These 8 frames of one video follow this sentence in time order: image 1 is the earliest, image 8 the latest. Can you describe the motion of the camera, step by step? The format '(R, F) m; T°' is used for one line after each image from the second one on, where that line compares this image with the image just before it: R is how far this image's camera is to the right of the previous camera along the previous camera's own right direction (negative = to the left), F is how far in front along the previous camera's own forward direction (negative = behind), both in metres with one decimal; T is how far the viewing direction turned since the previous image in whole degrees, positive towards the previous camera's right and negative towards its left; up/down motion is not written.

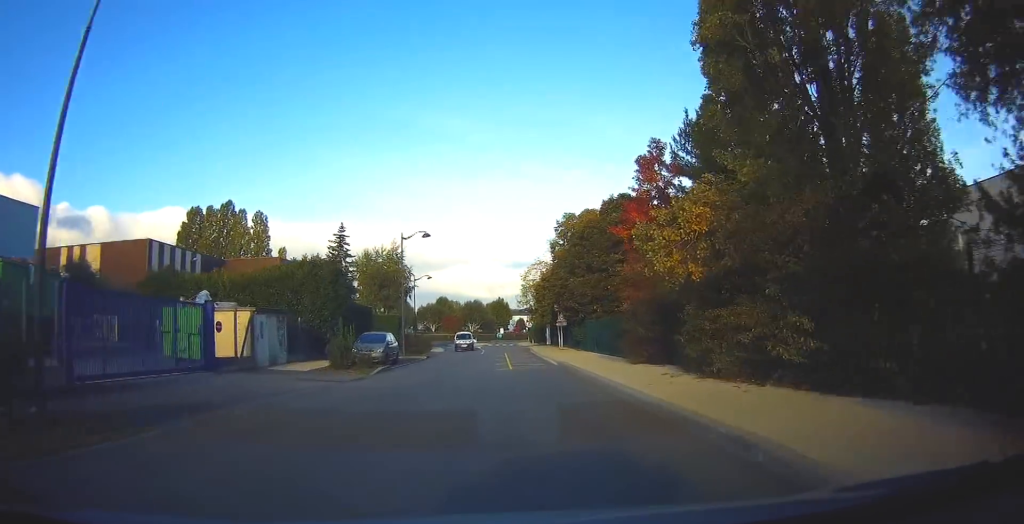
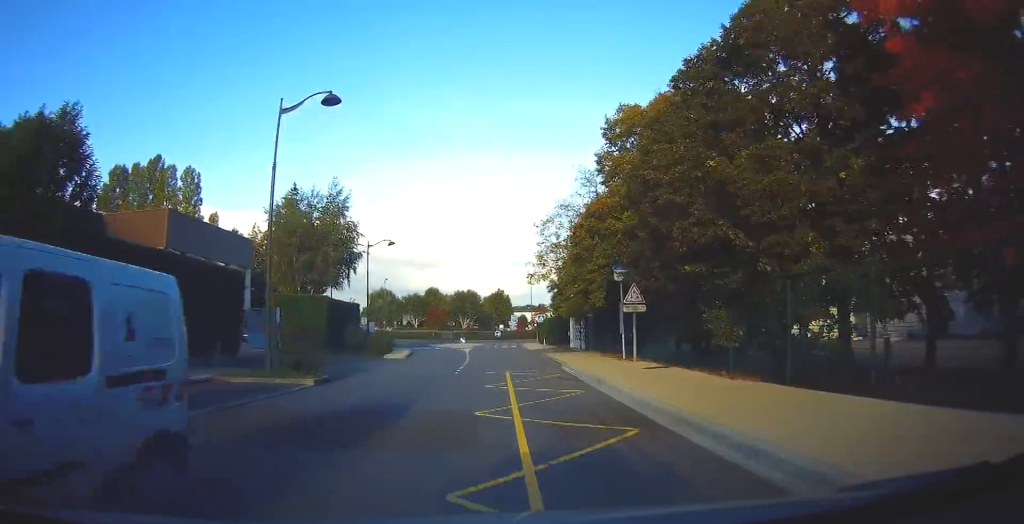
(+0.8, +23.3) m; +3°
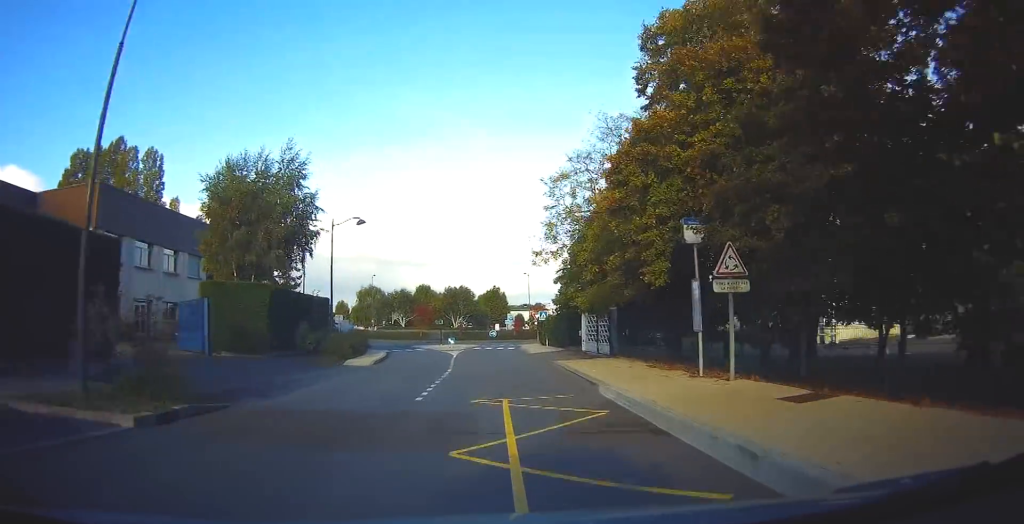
(+0.1, +8.8) m; 0°
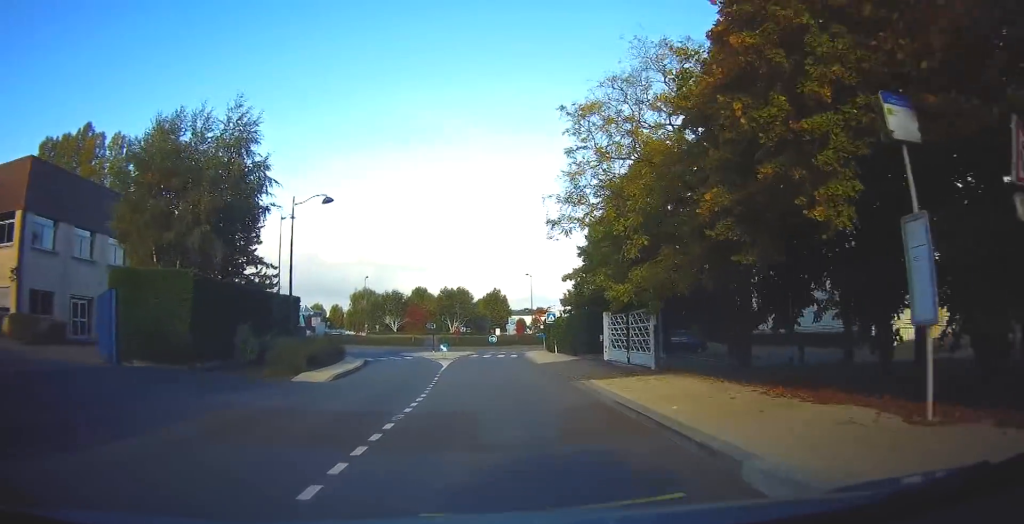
(-0.1, +7.7) m; -2°
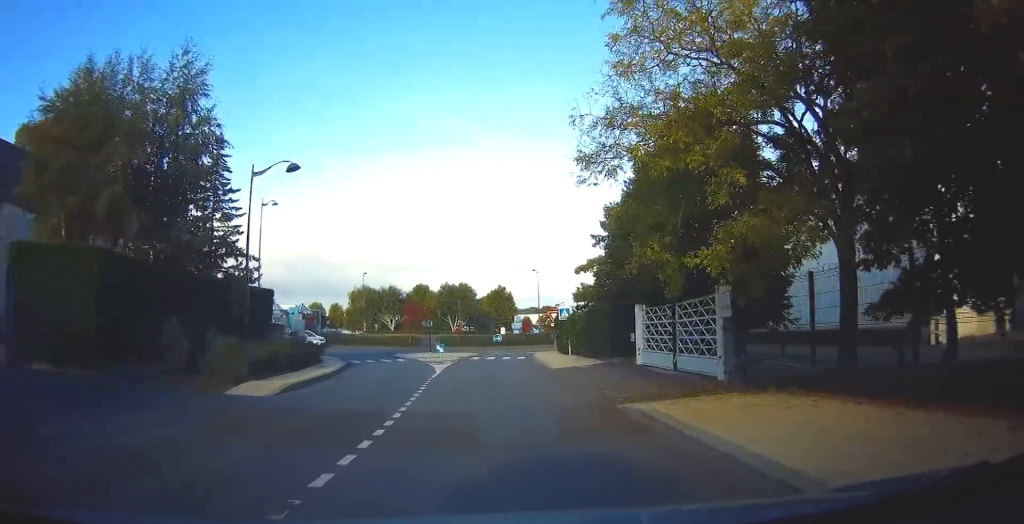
(-0.1, +5.7) m; -1°
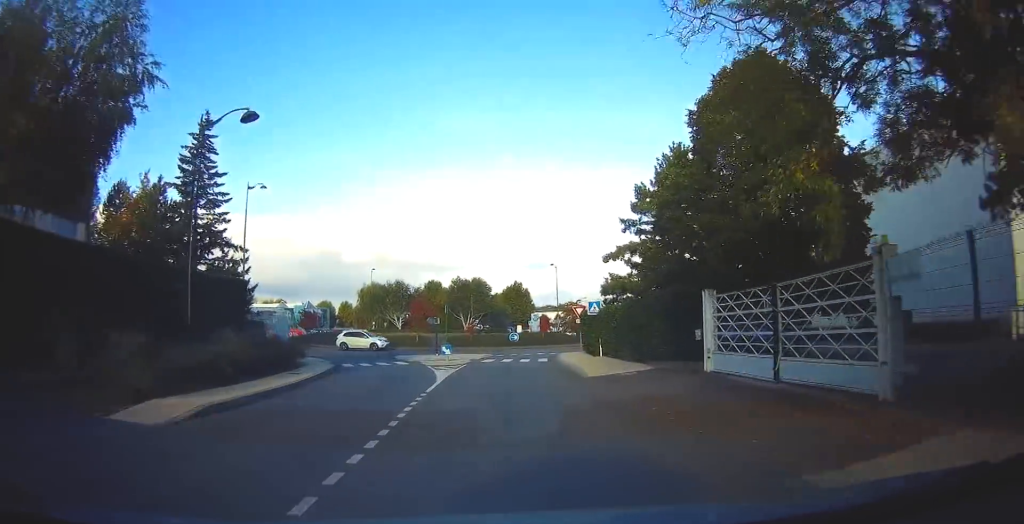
(-0.1, +5.8) m; 0°
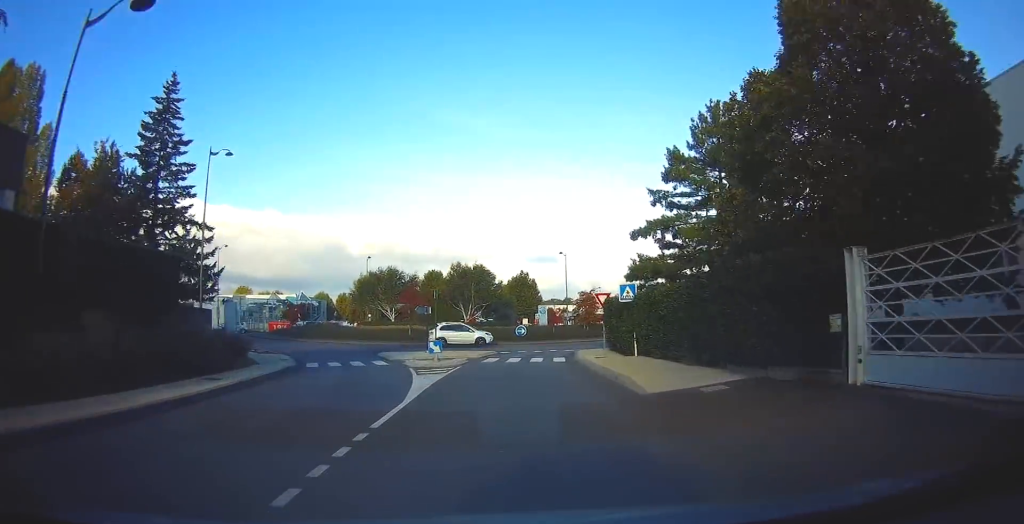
(0.0, +7.1) m; 0°
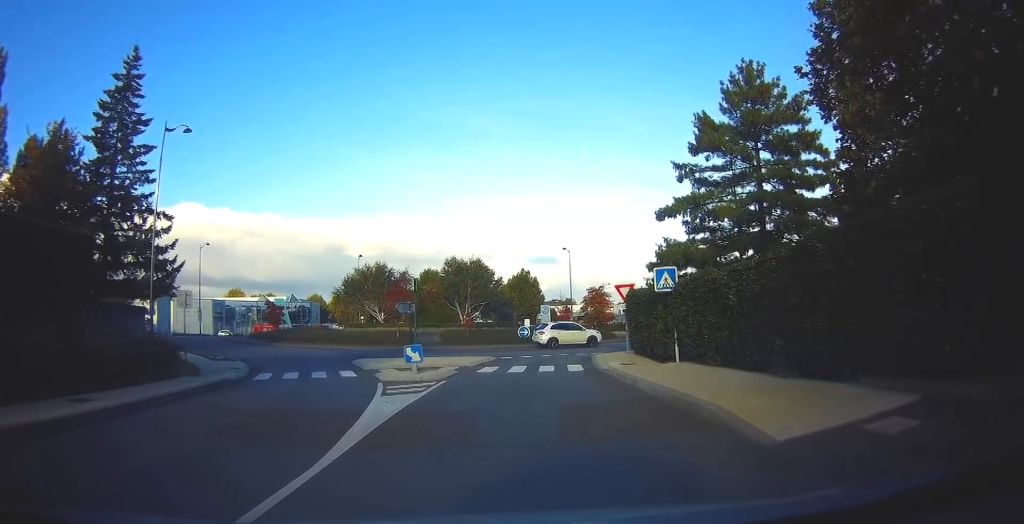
(+0.1, +5.8) m; -2°
